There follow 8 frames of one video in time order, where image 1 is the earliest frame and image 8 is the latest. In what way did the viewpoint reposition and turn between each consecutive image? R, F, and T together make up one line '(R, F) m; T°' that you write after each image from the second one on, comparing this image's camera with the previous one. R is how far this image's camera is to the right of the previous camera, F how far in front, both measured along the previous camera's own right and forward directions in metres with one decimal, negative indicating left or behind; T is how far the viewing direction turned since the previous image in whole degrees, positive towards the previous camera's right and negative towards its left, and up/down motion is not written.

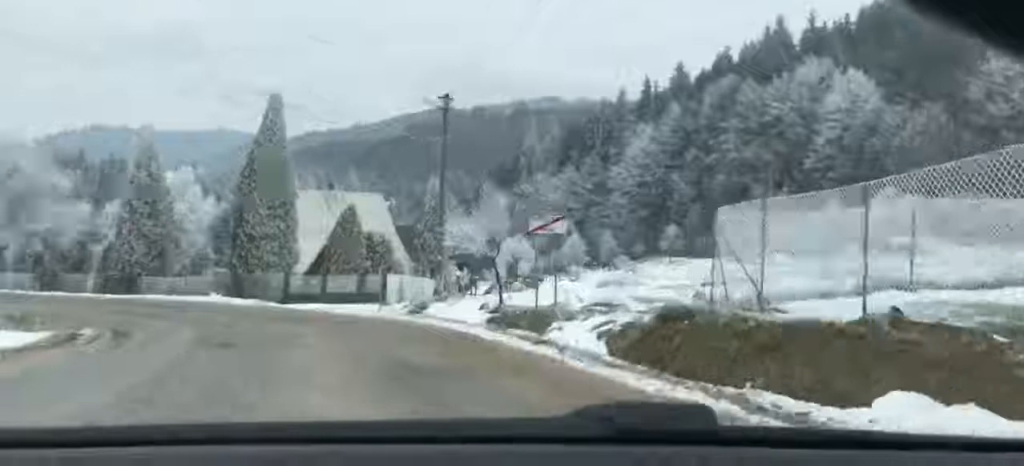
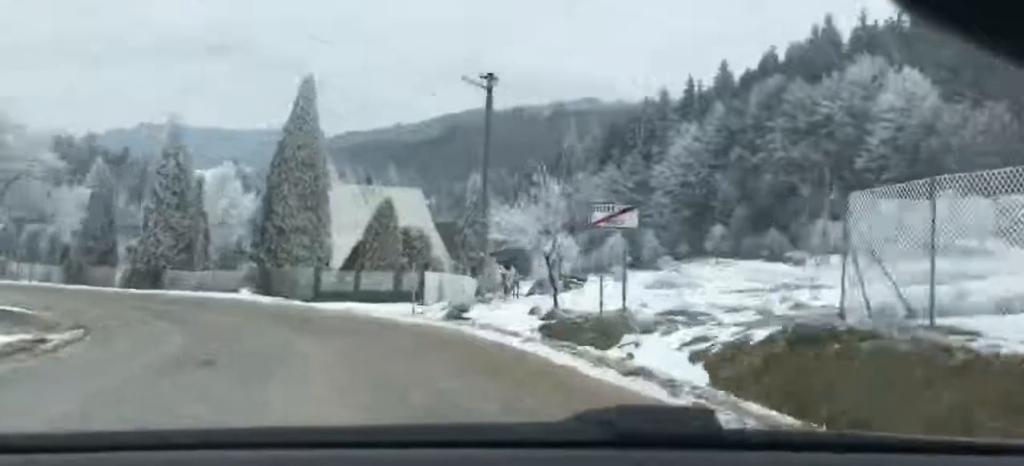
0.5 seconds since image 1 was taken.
(+0.1, +2.8) m; -1°
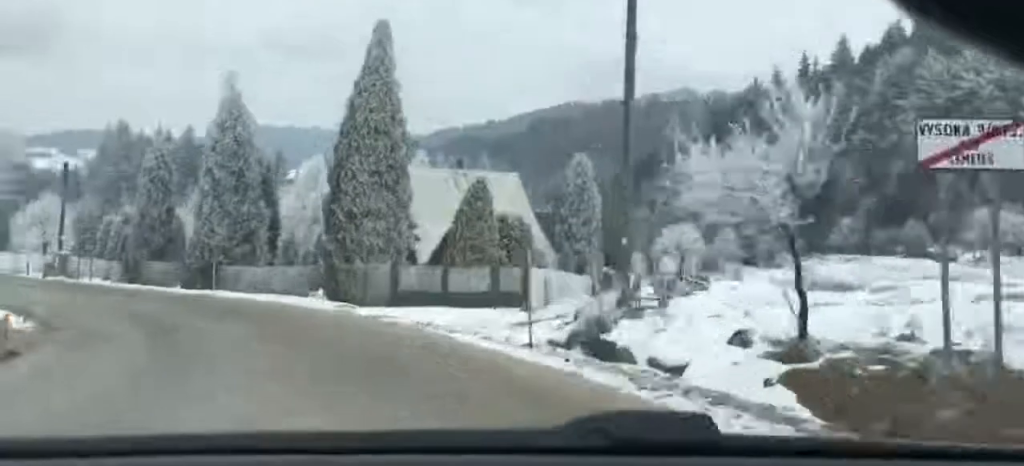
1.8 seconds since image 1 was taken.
(-0.6, +8.0) m; -9°
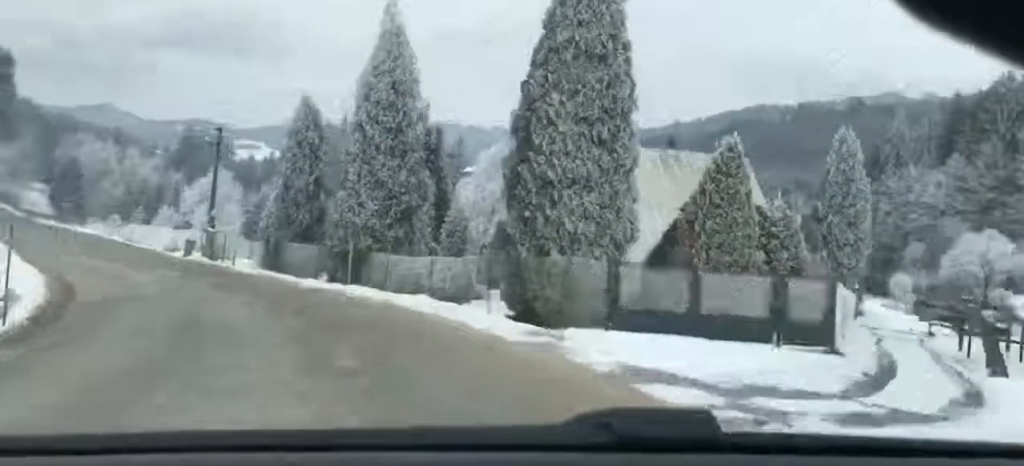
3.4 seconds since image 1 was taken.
(-0.7, +11.4) m; -5°
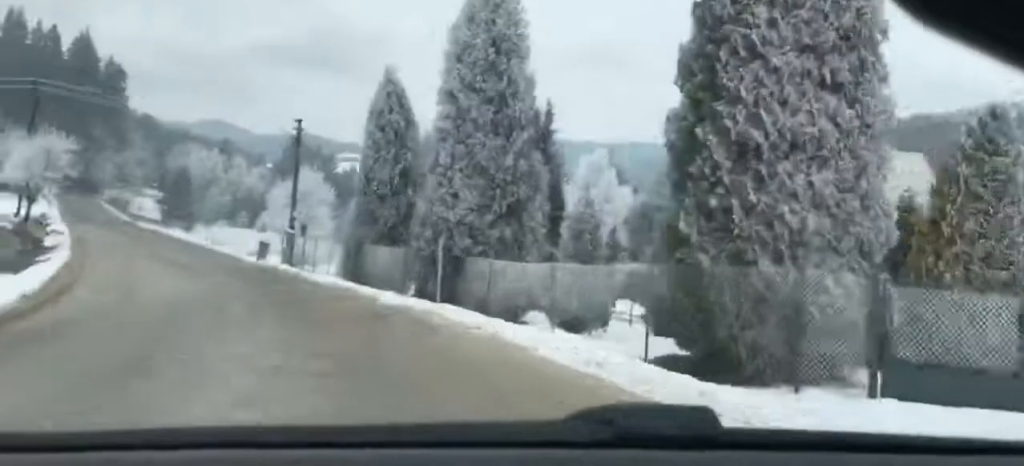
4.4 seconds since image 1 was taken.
(-0.1, +7.9) m; -5°
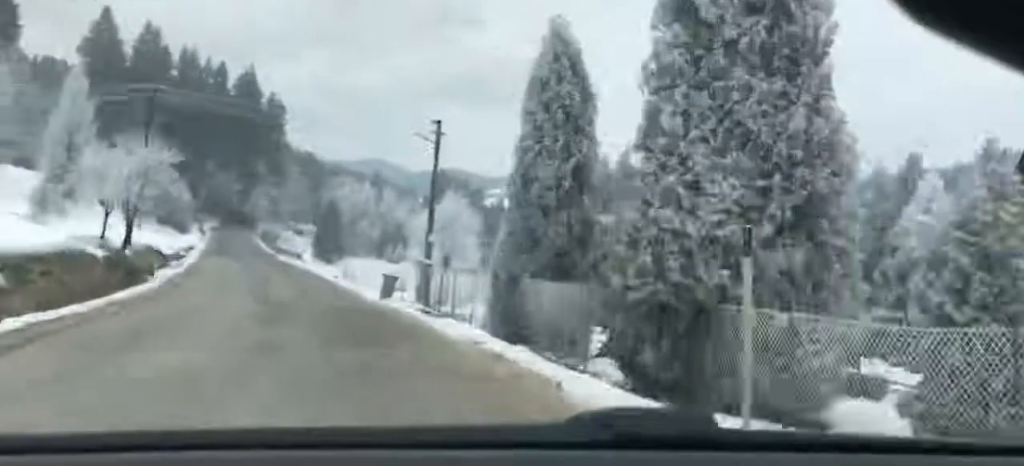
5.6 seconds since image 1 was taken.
(-1.1, +9.9) m; -12°
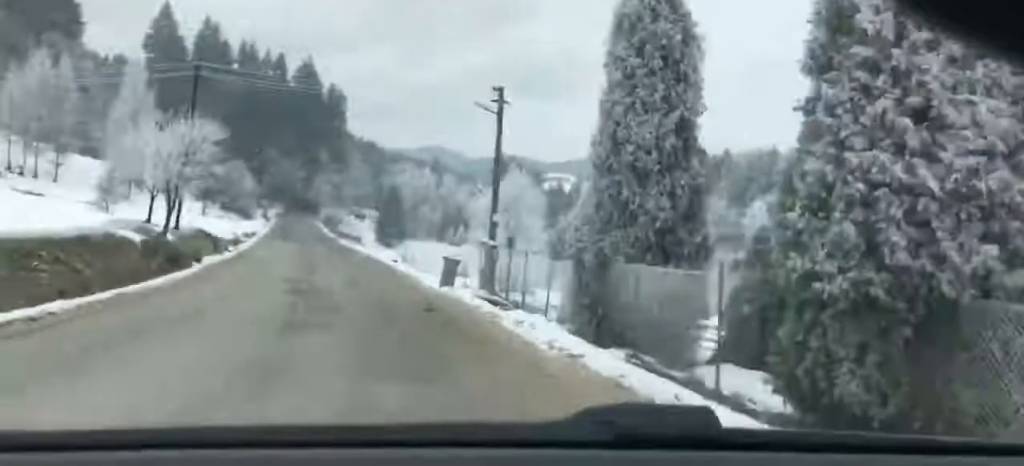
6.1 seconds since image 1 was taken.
(-0.4, +4.3) m; -4°
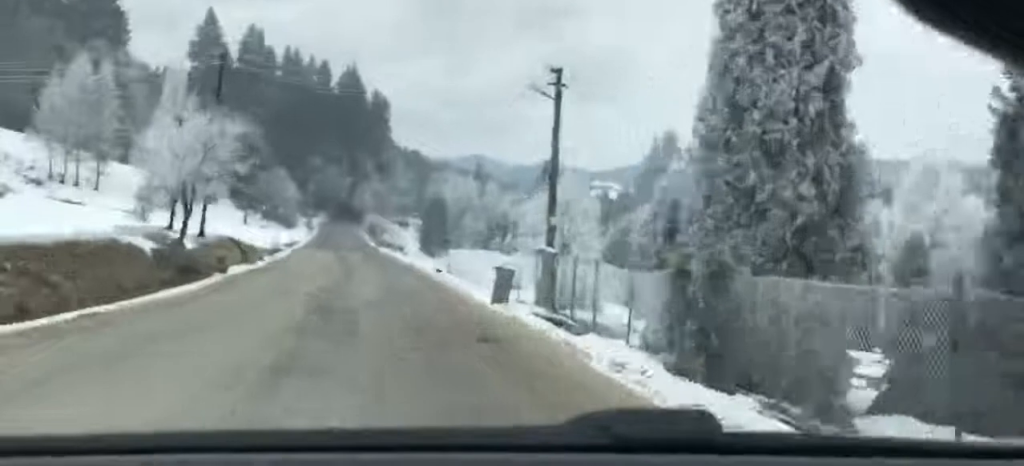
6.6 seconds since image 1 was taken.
(0.0, +3.7) m; 0°
